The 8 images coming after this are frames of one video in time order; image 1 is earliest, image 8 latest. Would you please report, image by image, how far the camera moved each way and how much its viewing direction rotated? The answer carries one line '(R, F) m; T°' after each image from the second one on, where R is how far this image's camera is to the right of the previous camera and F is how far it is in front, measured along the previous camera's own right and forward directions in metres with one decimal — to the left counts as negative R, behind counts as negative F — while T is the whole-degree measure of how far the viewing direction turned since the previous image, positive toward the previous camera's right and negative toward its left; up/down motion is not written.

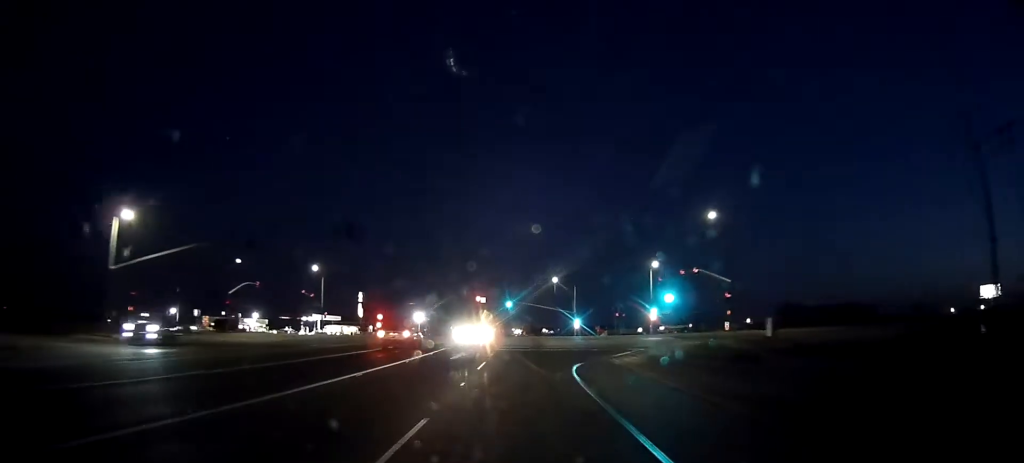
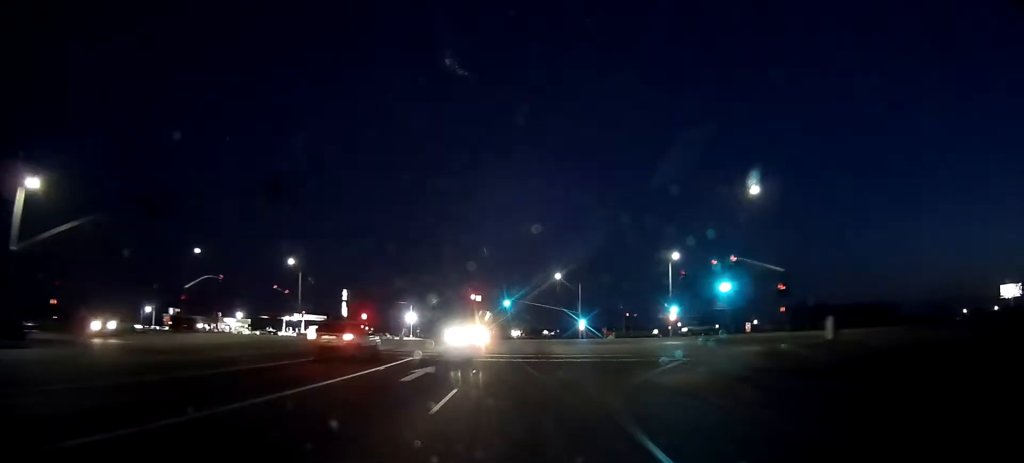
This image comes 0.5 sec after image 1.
(0.0, +10.2) m; 0°
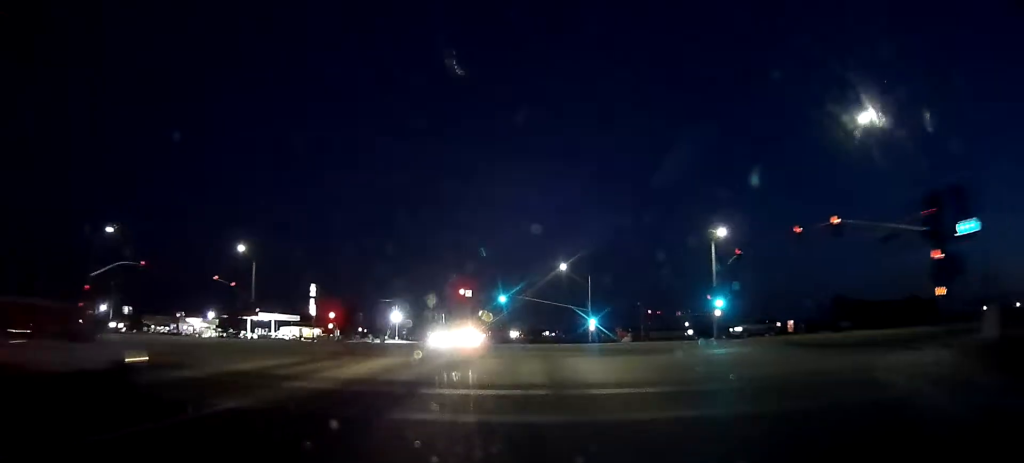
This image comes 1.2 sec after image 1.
(0.0, +15.9) m; 0°
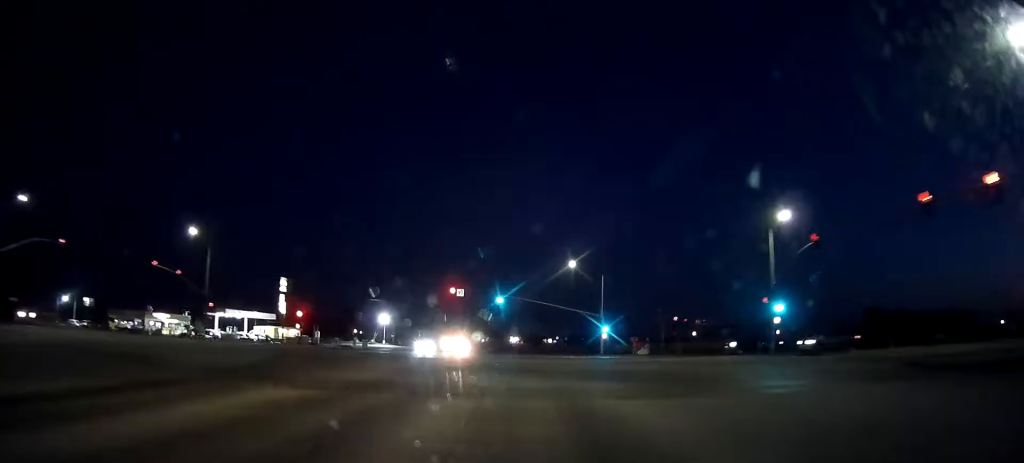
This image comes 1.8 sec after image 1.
(0.0, +12.2) m; 0°
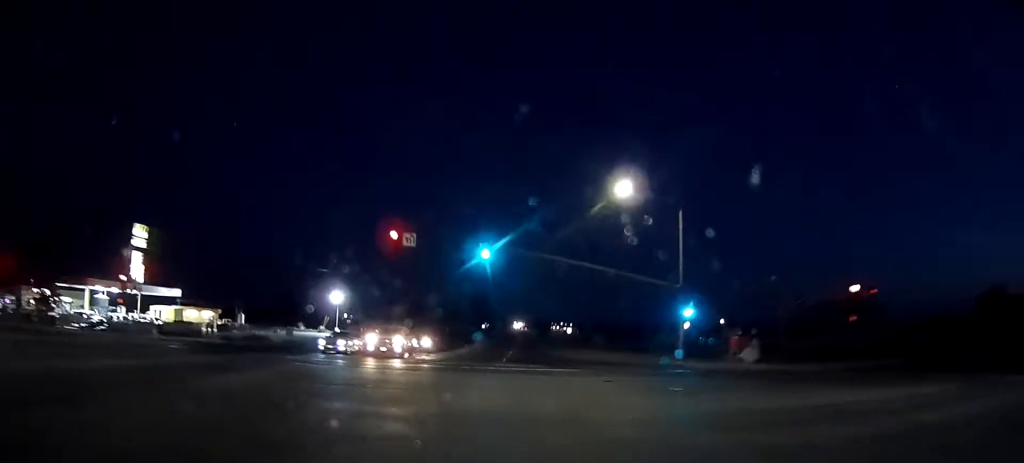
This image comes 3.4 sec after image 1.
(0.0, +34.0) m; +1°
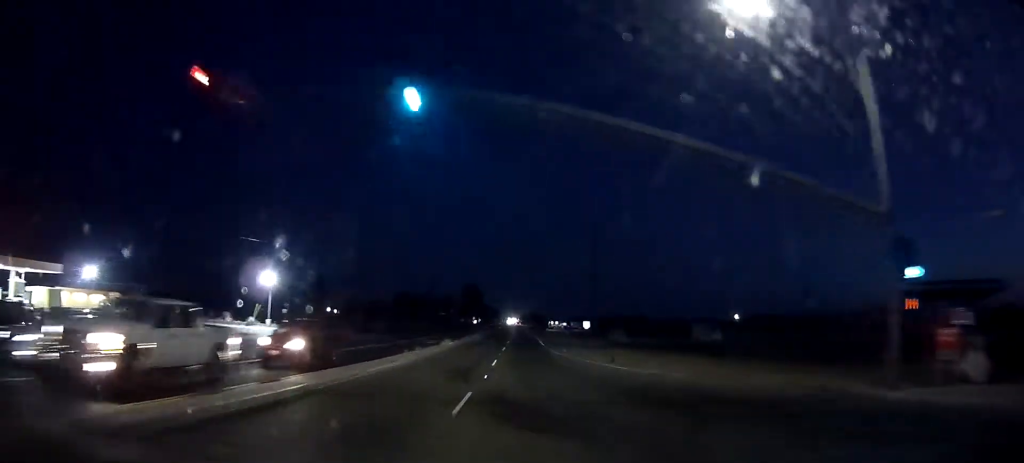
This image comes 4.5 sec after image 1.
(+0.6, +23.3) m; +1°
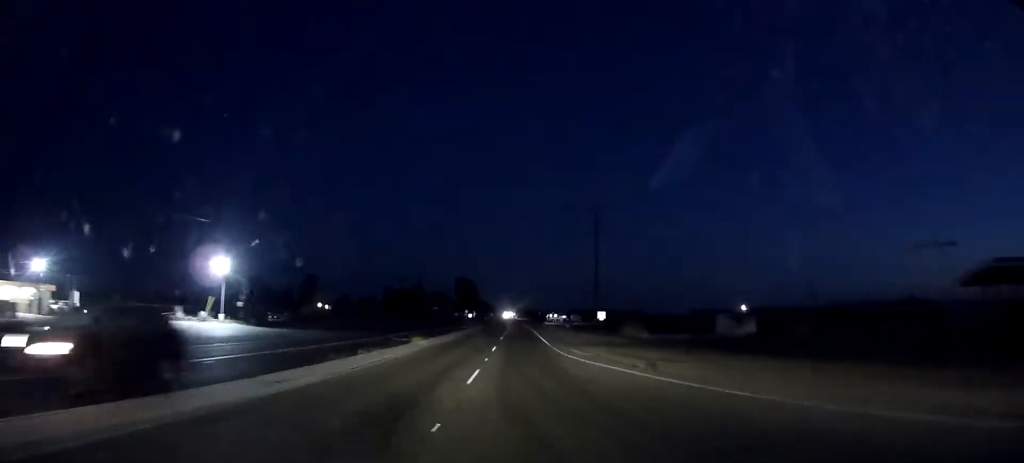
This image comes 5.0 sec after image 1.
(0.0, +10.6) m; -1°
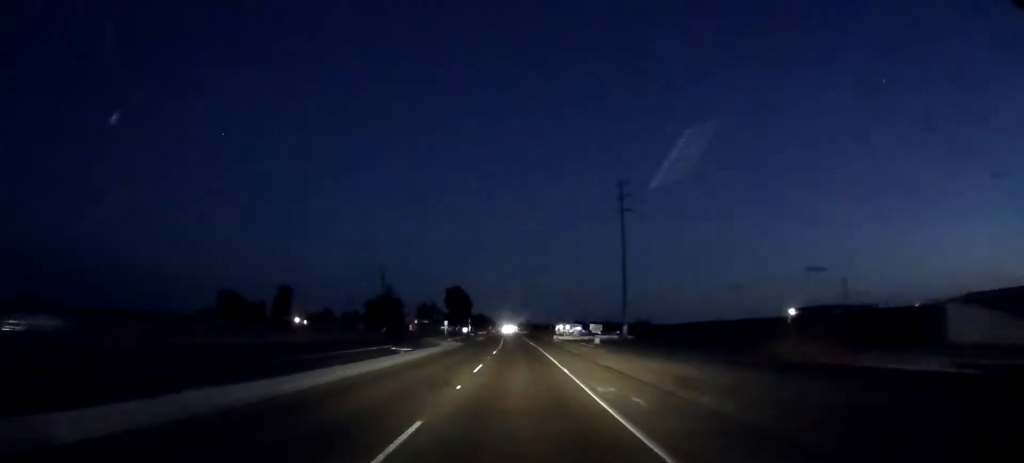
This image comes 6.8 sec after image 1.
(-0.9, +38.5) m; -1°
